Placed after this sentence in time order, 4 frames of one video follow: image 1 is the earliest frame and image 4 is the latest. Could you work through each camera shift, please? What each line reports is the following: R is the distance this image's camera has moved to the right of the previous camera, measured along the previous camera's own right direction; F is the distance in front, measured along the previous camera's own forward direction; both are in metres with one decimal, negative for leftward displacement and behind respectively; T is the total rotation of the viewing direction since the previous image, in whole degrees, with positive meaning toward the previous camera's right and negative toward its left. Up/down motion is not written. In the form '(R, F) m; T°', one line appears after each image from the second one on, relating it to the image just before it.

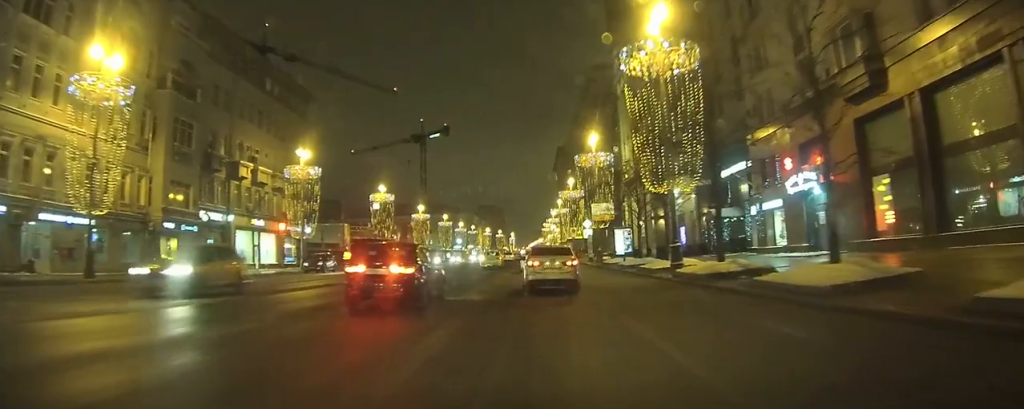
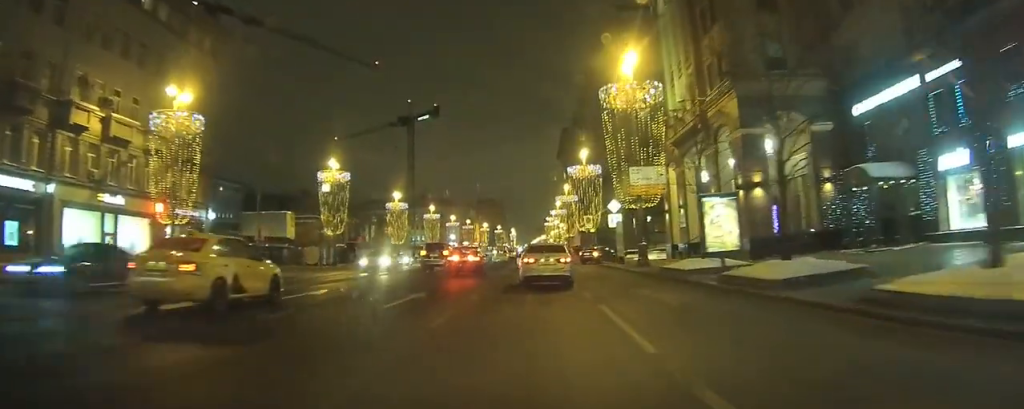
(-0.7, +21.8) m; -3°
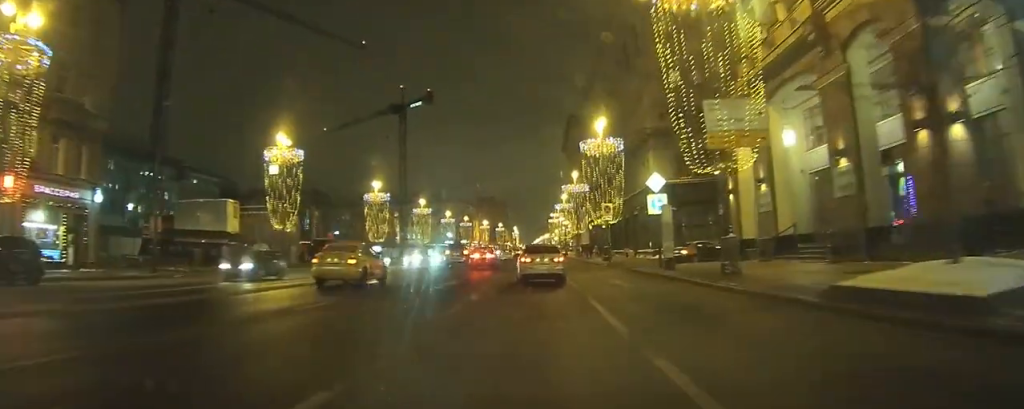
(+0.1, +13.8) m; -4°
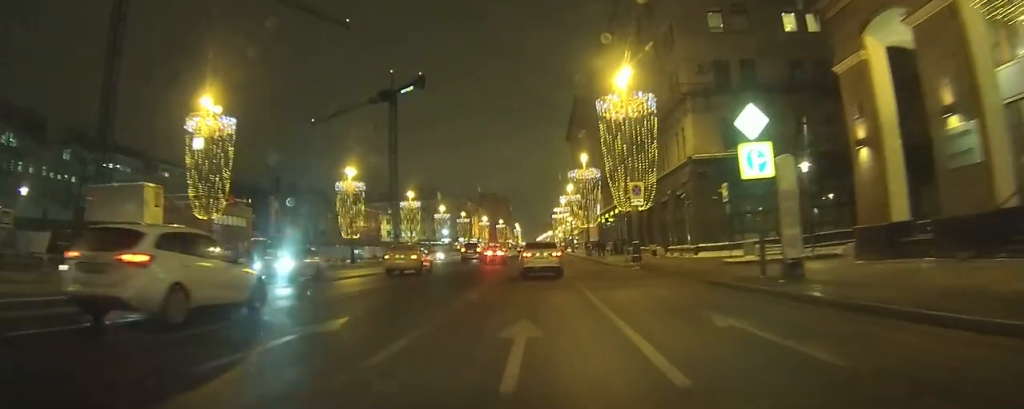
(-0.8, +12.3) m; -3°
